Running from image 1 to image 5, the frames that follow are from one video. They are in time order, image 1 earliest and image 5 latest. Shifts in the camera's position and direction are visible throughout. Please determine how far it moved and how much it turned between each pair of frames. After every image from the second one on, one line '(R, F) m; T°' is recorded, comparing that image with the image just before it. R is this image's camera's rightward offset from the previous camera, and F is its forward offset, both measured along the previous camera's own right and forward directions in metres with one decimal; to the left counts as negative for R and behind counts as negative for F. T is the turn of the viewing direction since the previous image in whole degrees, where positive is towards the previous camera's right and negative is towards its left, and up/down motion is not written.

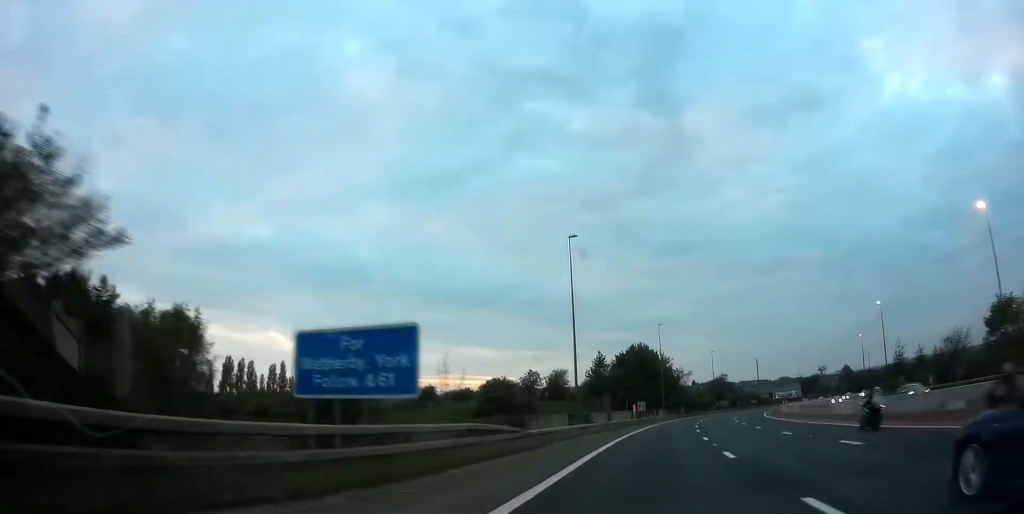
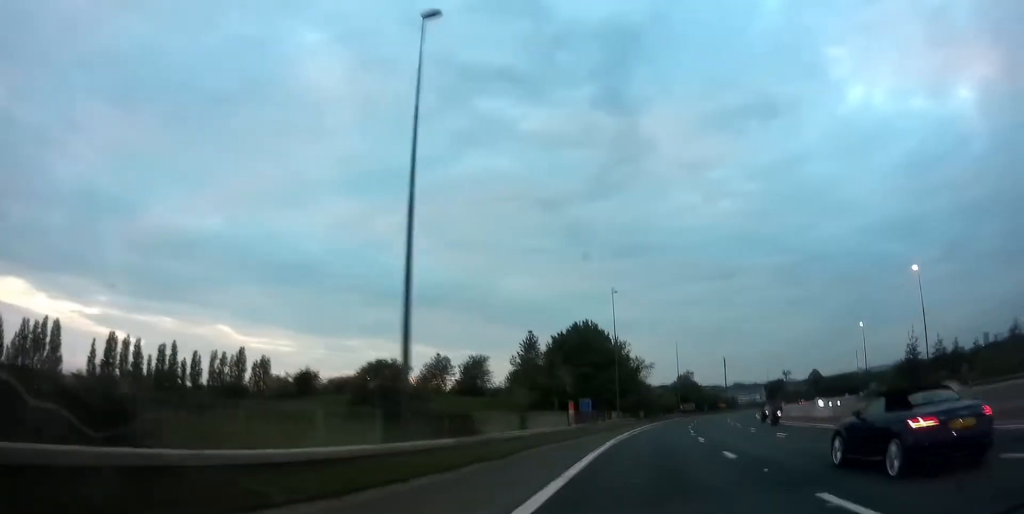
(+0.6, +26.3) m; +3°
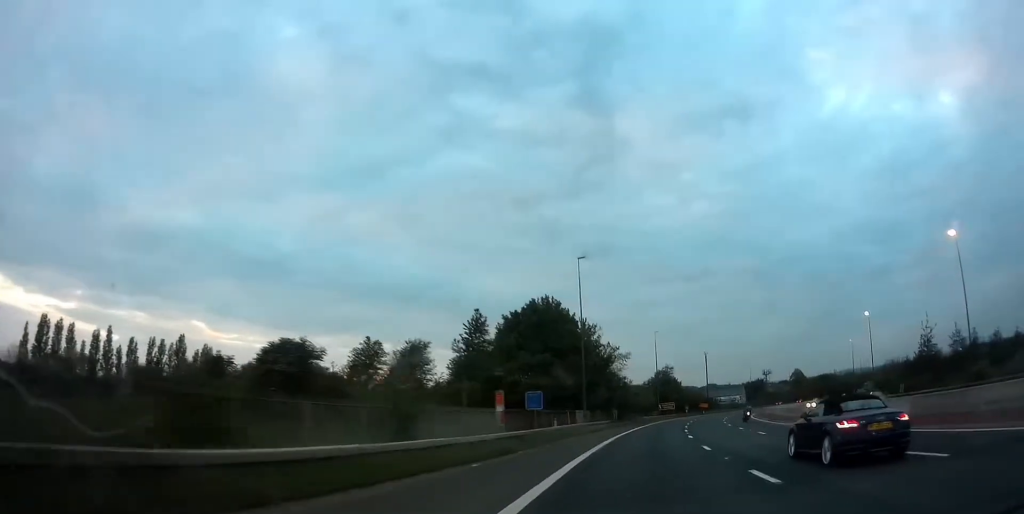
(+0.3, +14.1) m; +2°
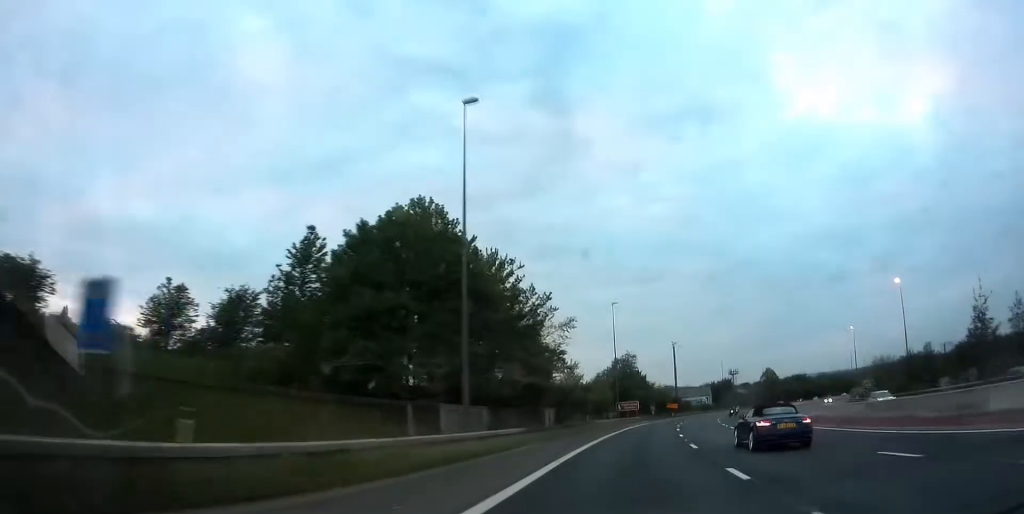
(+1.1, +26.0) m; +6°
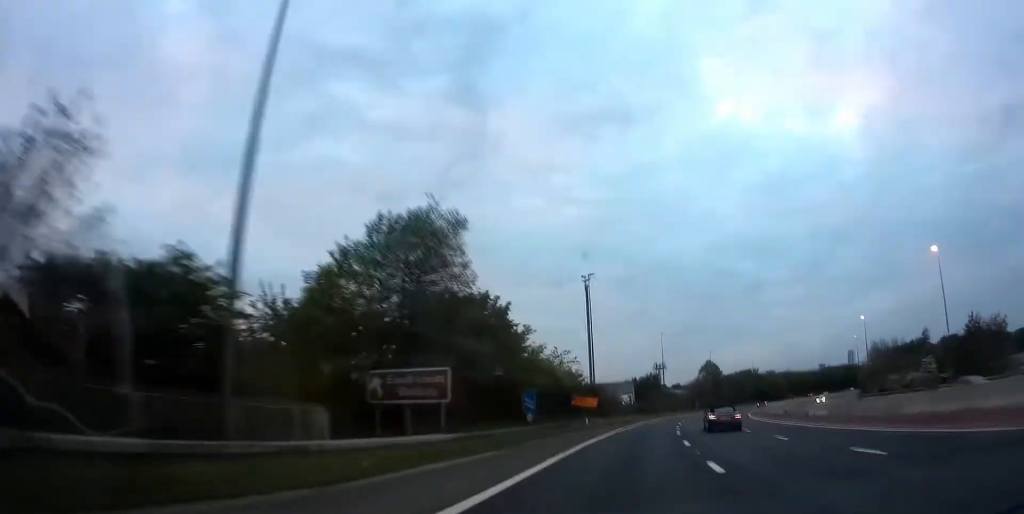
(+7.6, +60.8) m; +13°
